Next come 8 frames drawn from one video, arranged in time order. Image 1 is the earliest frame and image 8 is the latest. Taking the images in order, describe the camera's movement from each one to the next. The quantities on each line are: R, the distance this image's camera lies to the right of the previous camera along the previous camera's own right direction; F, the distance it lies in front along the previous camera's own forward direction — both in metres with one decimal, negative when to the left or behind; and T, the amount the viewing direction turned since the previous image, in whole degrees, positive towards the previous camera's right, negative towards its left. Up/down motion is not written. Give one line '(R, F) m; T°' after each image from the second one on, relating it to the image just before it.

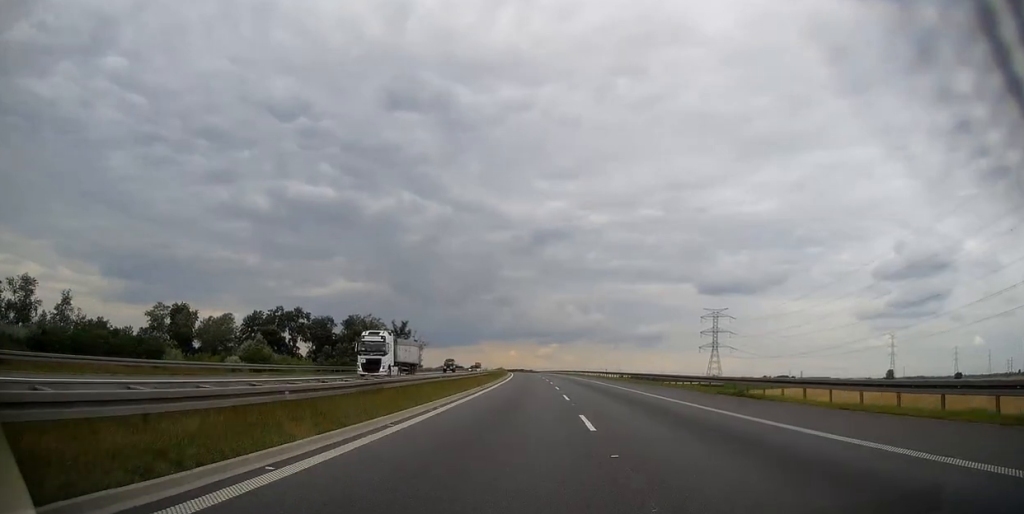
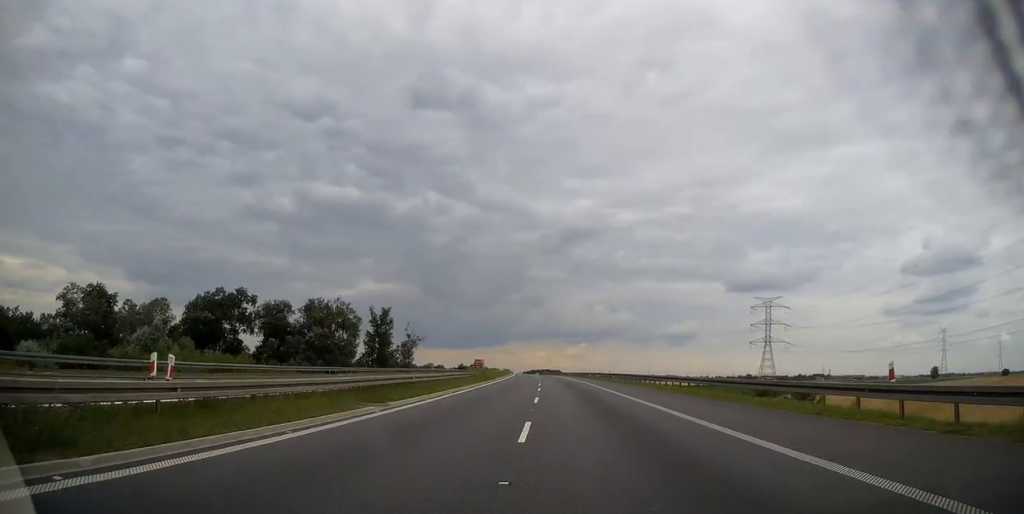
(-0.7, +62.1) m; -2°
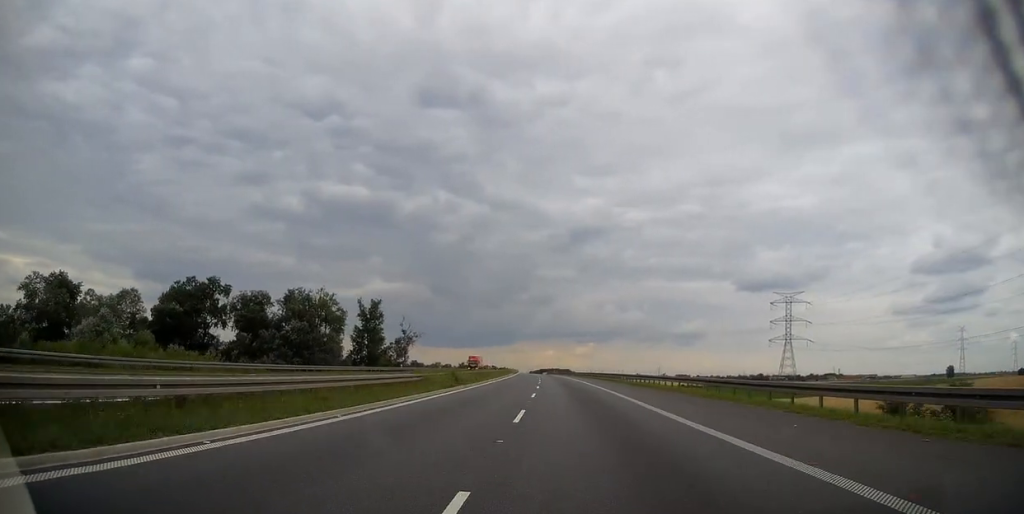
(-0.2, +20.4) m; -1°
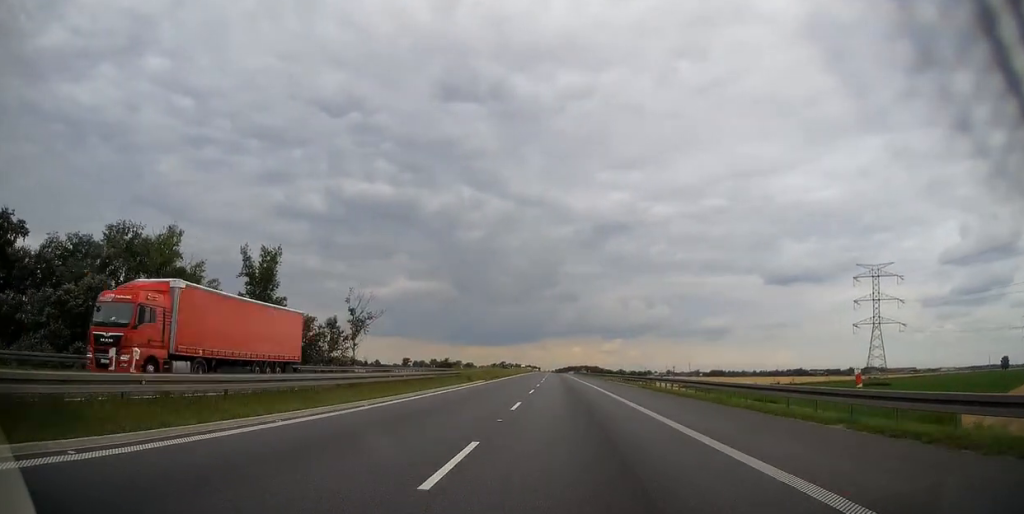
(-2.1, +80.4) m; -3°
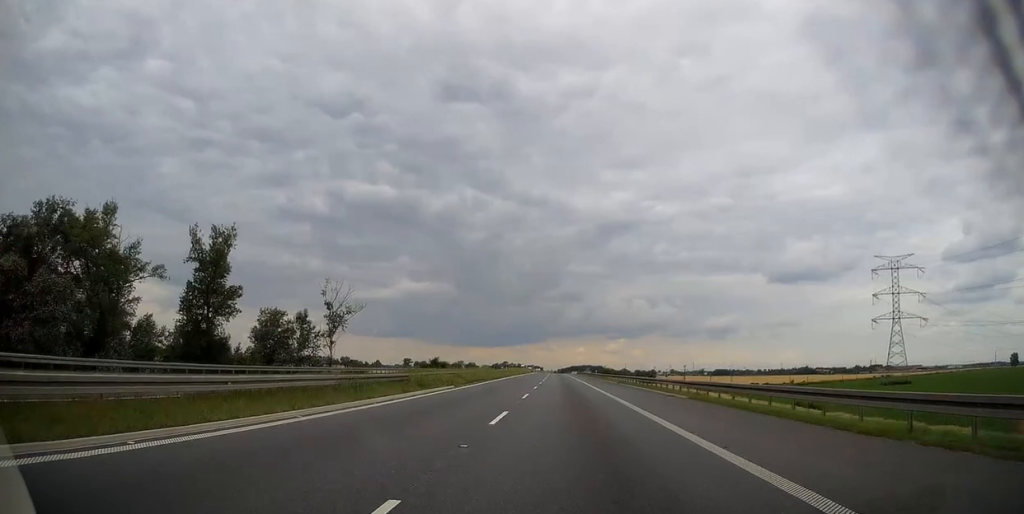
(-0.1, +16.6) m; 0°
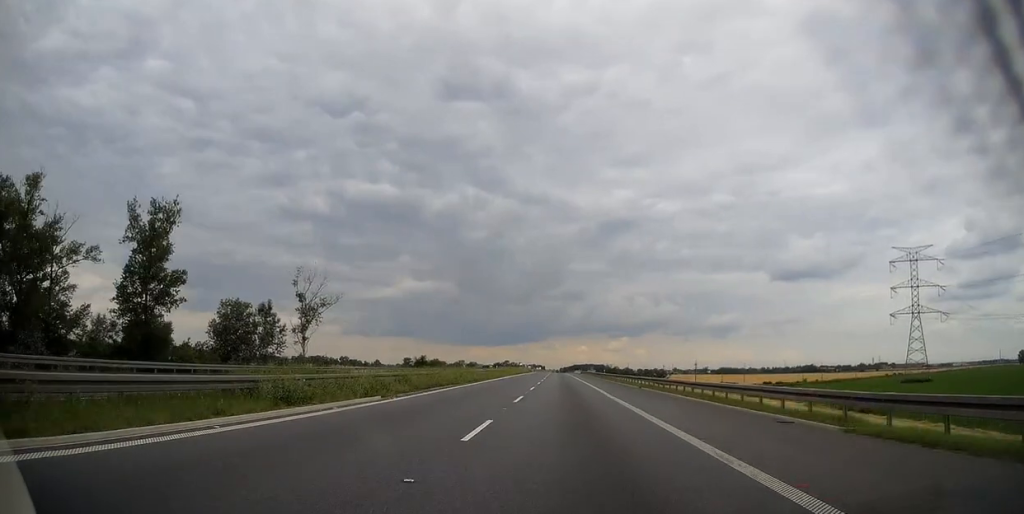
(-0.1, +15.3) m; 0°
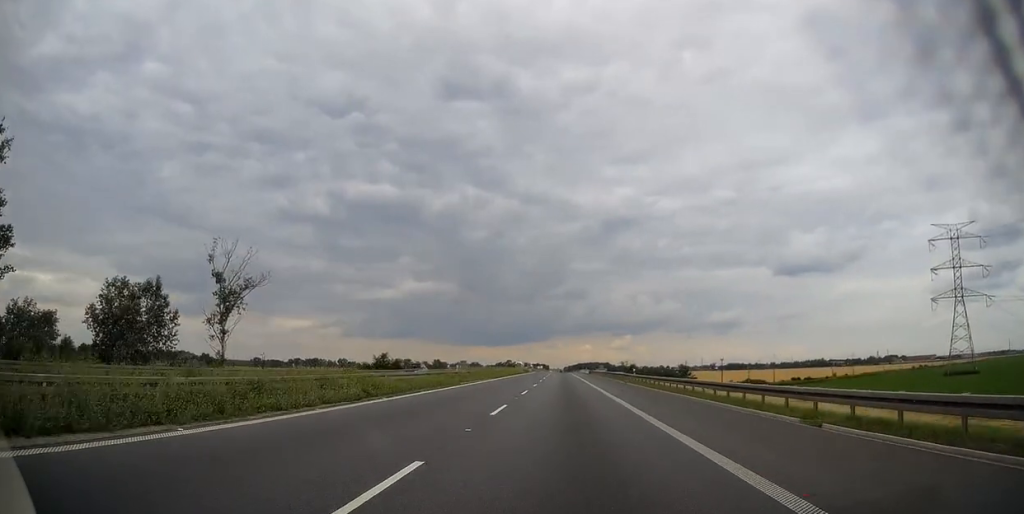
(-0.1, +30.7) m; 0°
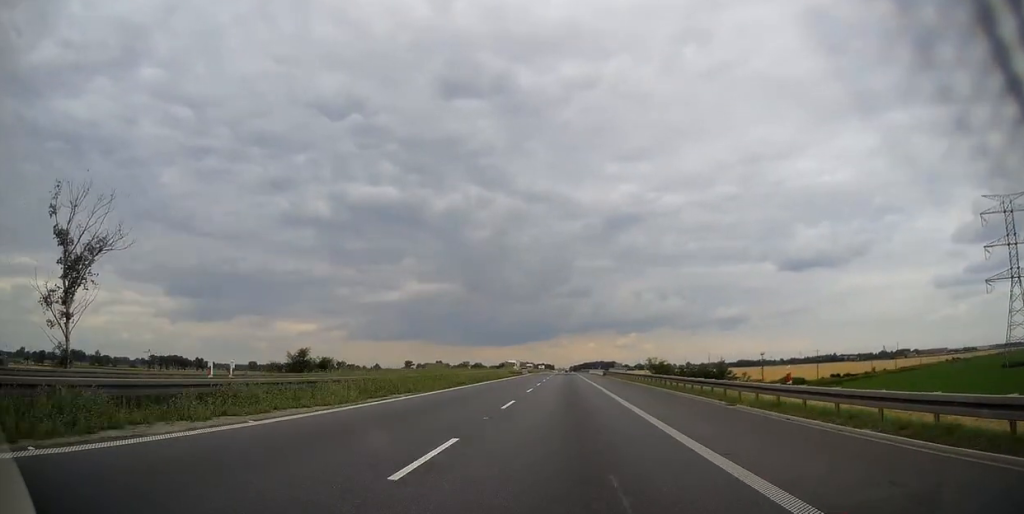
(0.0, +33.3) m; -1°
